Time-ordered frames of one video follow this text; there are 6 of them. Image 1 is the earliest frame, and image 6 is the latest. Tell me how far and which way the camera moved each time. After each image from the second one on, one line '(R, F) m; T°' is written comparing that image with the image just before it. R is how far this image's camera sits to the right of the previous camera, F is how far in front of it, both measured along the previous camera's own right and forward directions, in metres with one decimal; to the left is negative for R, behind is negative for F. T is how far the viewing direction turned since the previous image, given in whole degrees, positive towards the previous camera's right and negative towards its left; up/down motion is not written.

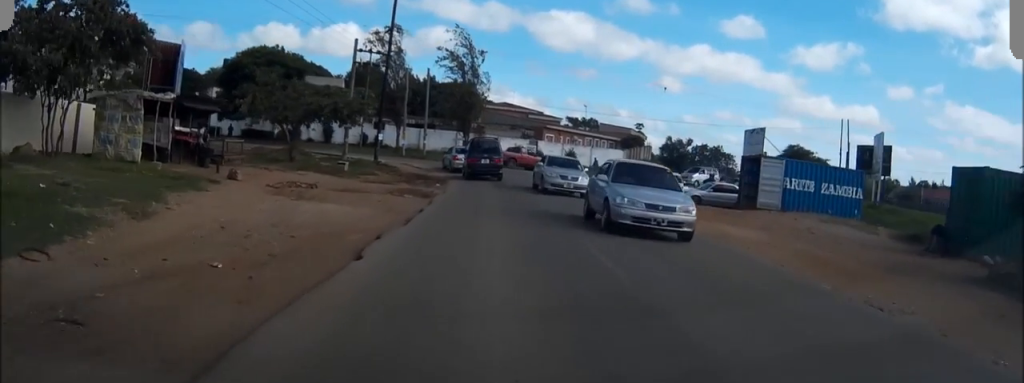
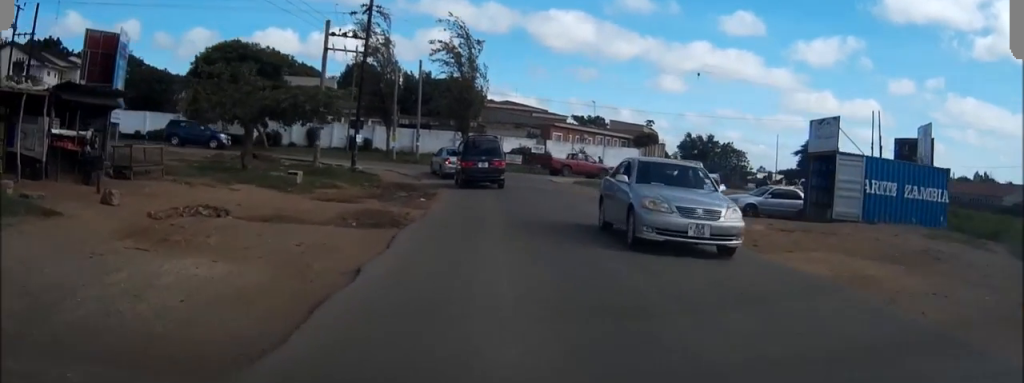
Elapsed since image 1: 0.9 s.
(0.0, +8.1) m; 0°
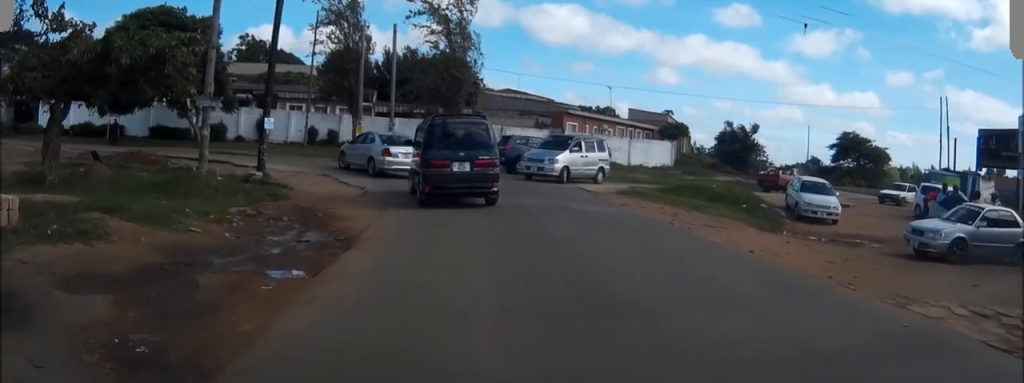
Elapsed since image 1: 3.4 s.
(-0.1, +15.7) m; -1°
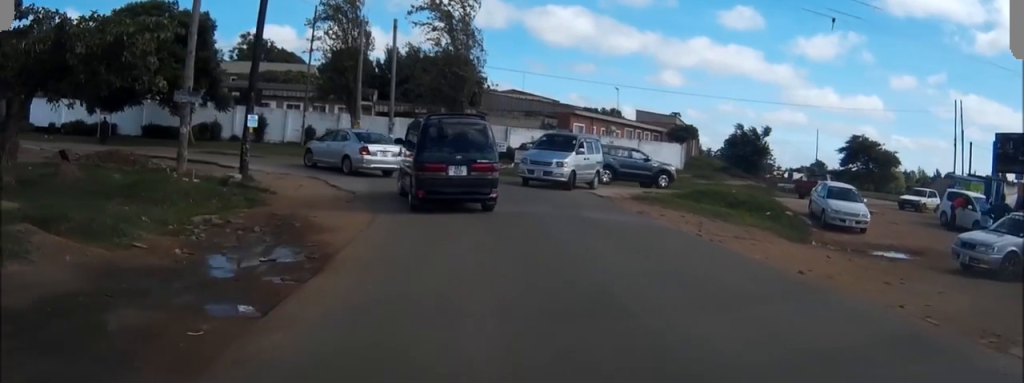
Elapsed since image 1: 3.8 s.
(0.0, +2.1) m; 0°
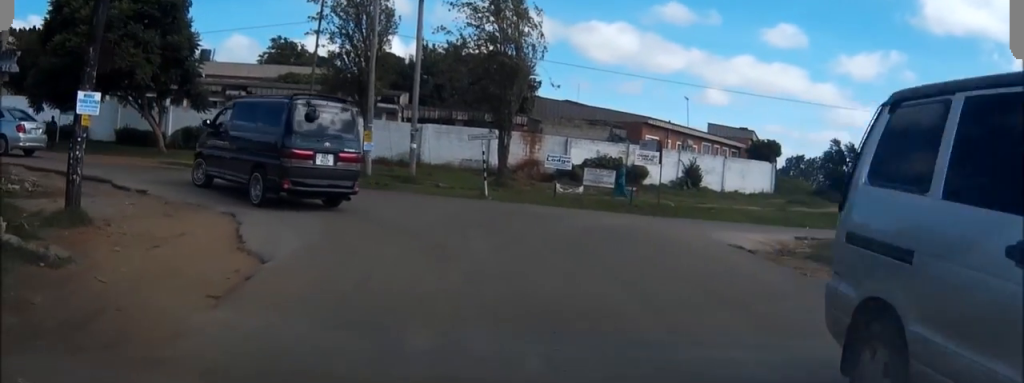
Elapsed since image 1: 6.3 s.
(0.0, +10.8) m; -2°
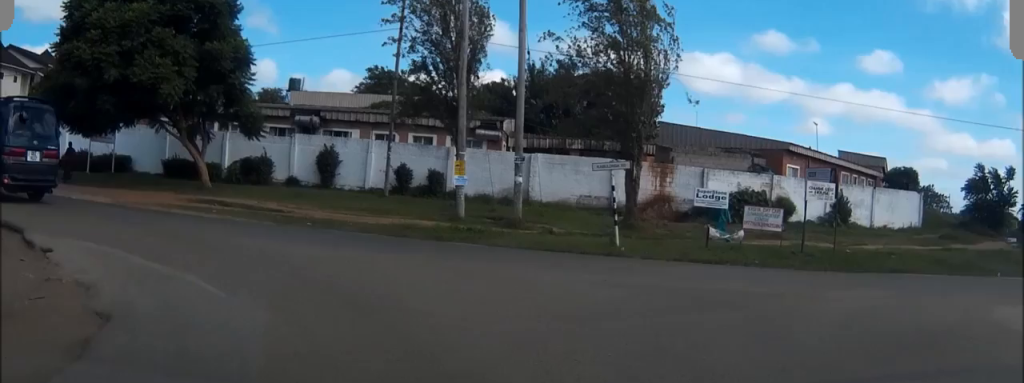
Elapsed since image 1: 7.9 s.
(-0.2, +6.9) m; -10°
